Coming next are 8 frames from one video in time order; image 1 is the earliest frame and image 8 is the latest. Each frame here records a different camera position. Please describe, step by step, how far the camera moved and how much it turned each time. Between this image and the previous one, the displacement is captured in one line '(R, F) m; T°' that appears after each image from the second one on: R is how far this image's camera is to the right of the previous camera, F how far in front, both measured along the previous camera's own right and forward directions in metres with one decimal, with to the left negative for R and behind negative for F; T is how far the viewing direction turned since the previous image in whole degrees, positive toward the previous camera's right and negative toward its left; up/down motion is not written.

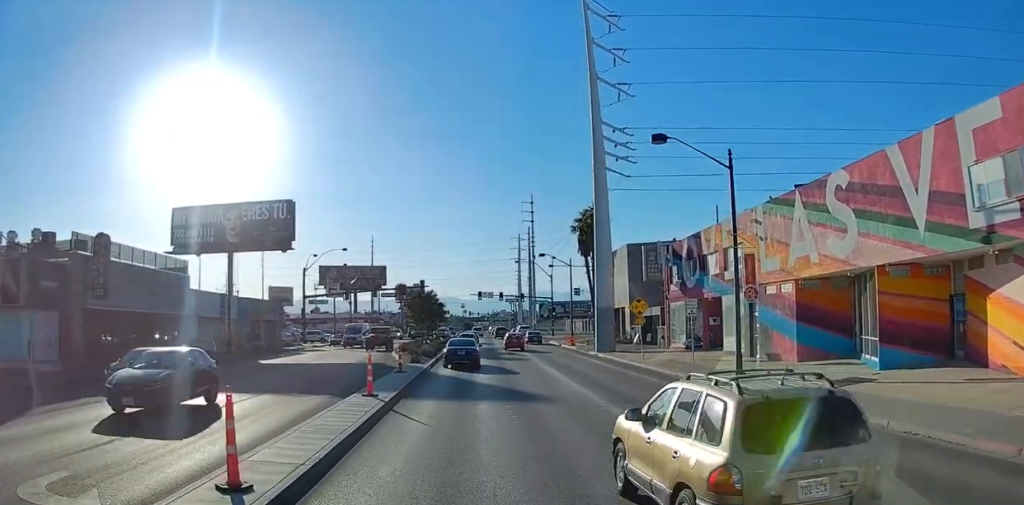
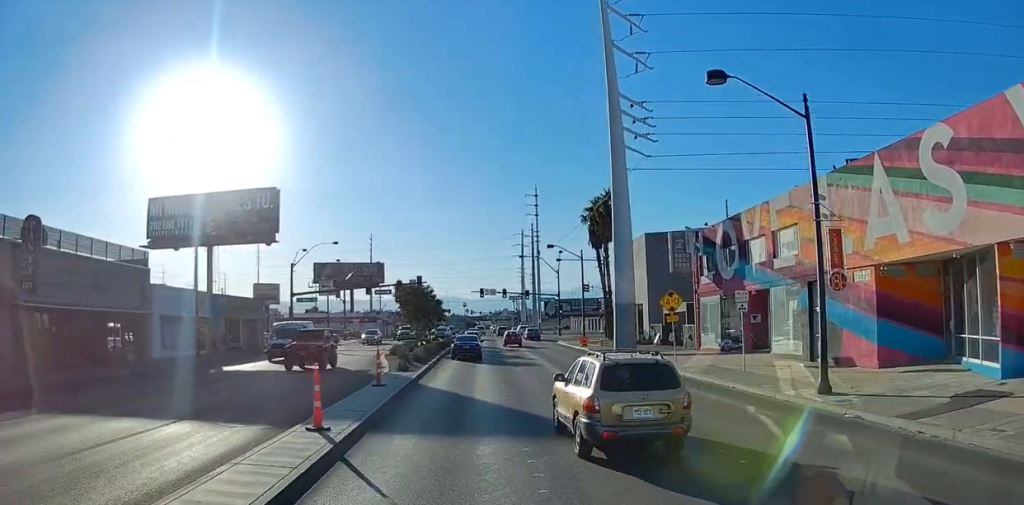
(-0.1, +5.4) m; -1°
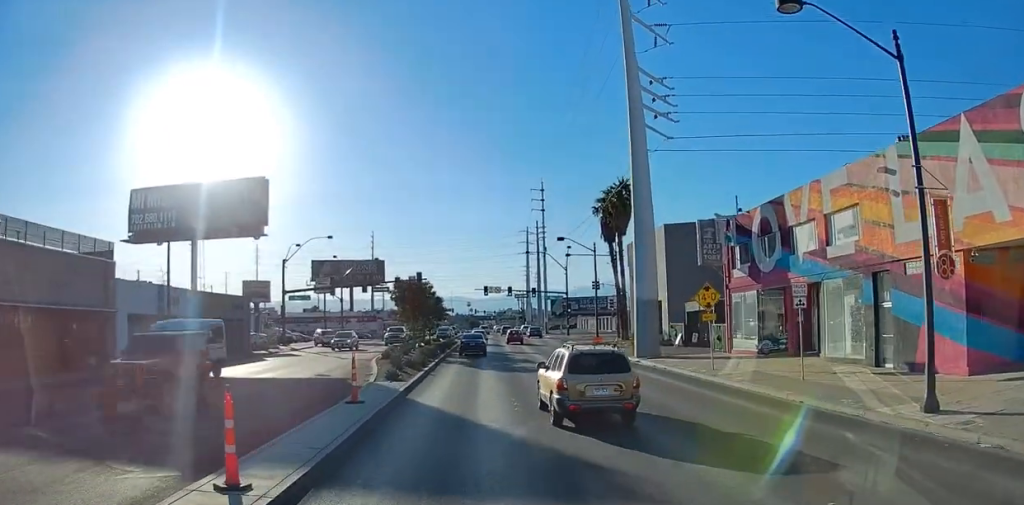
(-0.1, +4.7) m; 0°
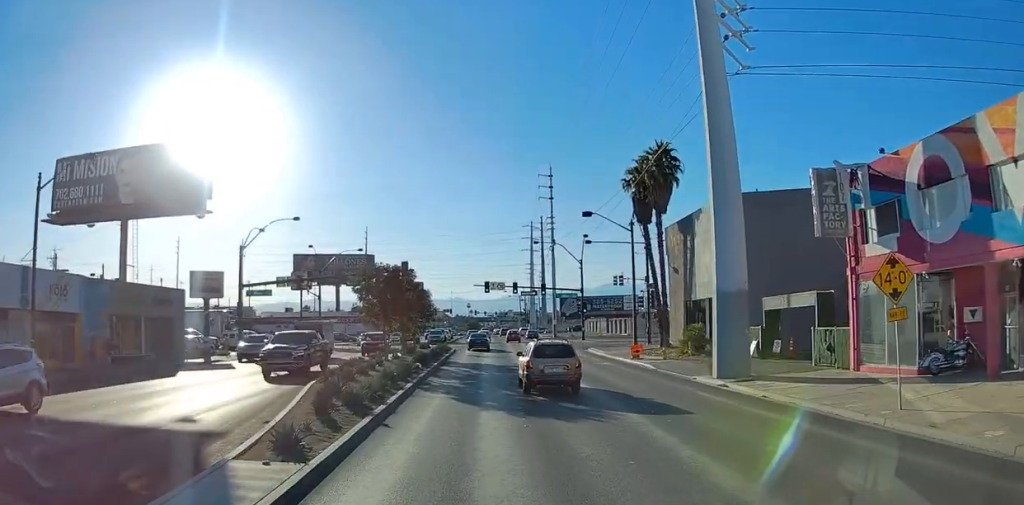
(+0.1, +12.6) m; +1°
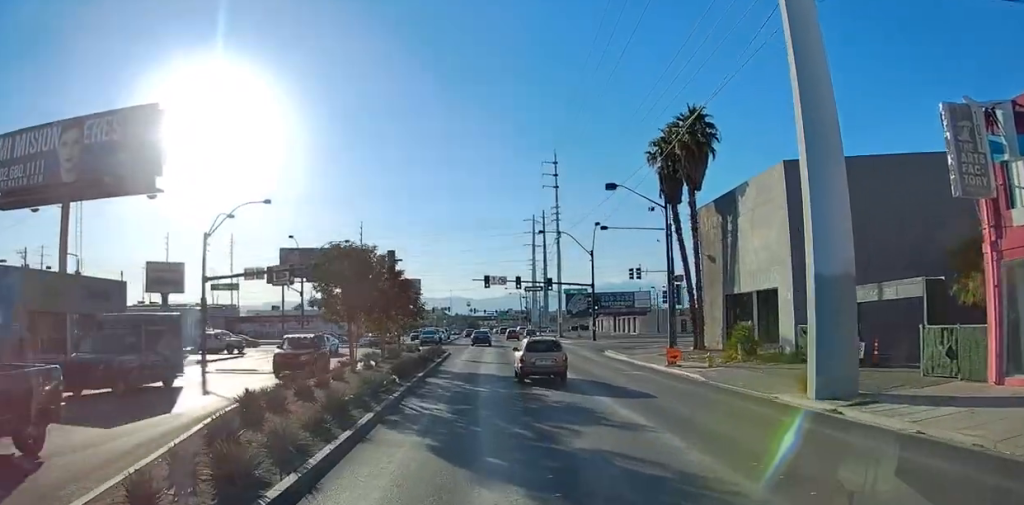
(0.0, +7.3) m; -1°
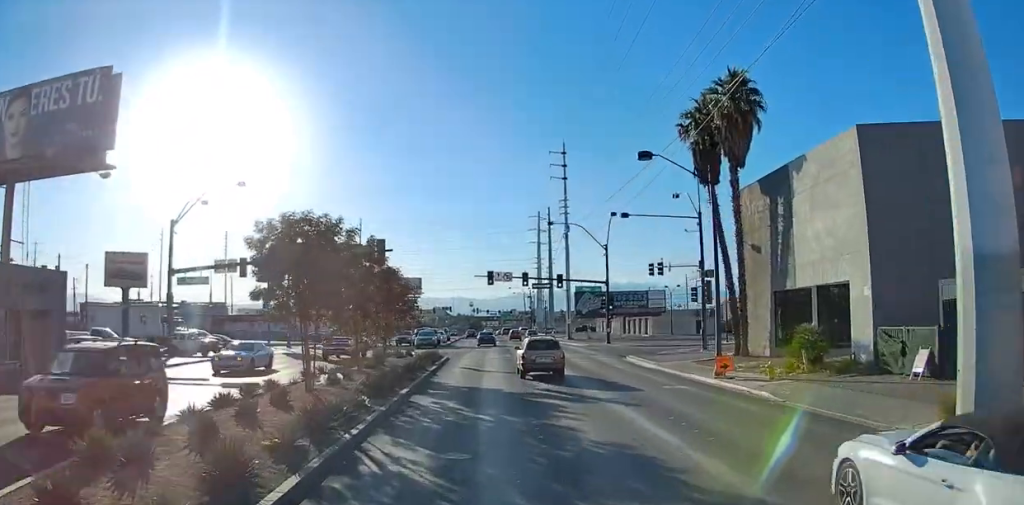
(-0.1, +6.1) m; -1°
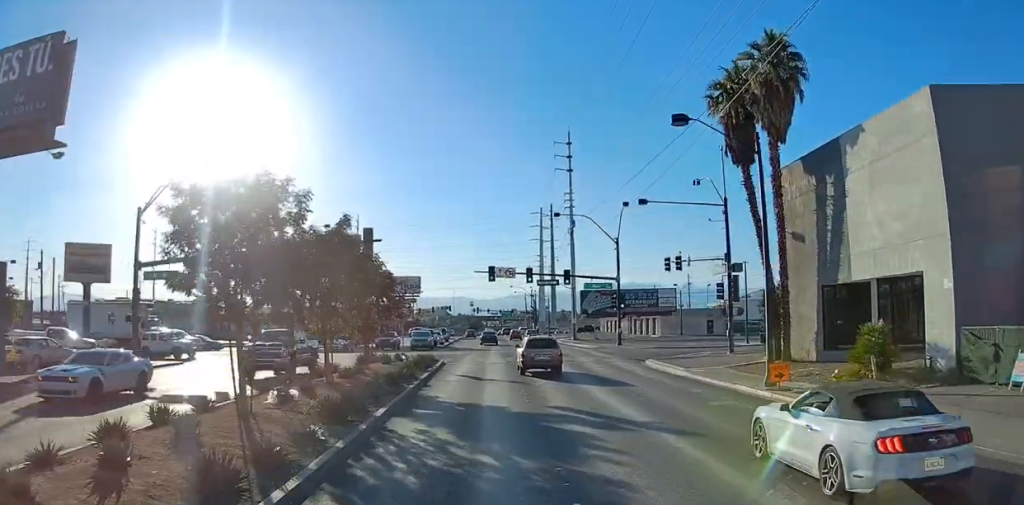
(0.0, +4.8) m; 0°
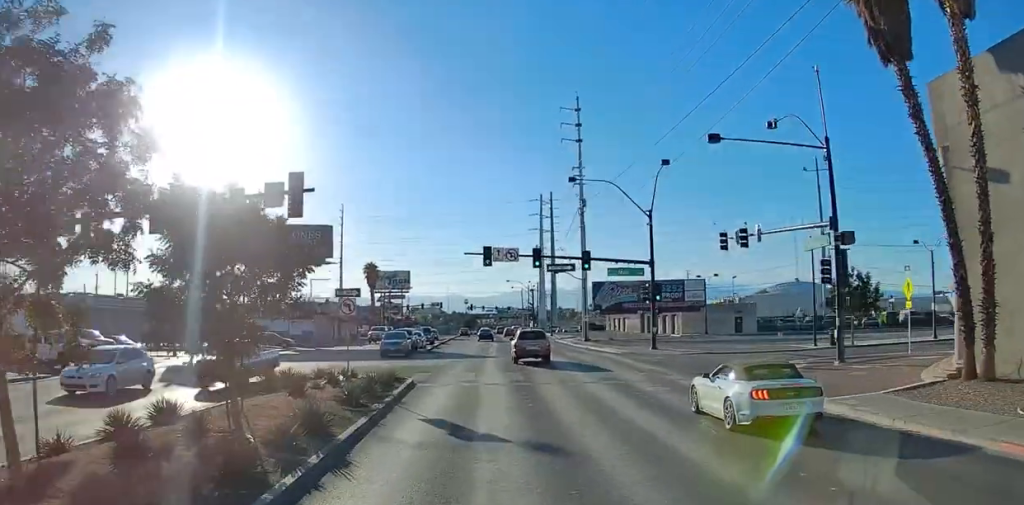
(0.0, +13.6) m; 0°
